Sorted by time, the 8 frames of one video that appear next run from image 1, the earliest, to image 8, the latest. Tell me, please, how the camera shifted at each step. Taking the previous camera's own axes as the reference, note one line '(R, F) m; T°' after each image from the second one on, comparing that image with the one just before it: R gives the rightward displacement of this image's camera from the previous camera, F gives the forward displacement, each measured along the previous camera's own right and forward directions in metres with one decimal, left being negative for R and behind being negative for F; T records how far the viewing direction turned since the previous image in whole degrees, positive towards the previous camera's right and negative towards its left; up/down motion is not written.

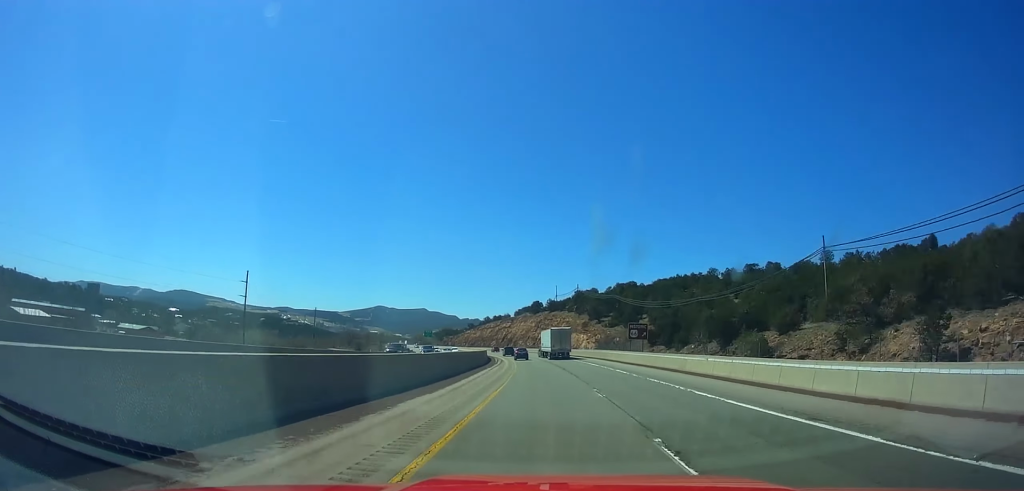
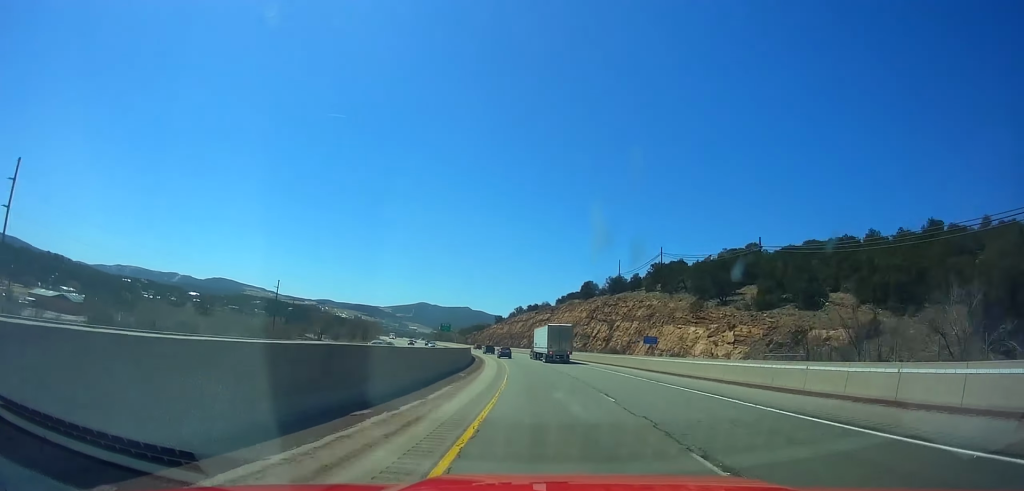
(+0.7, +73.8) m; -2°
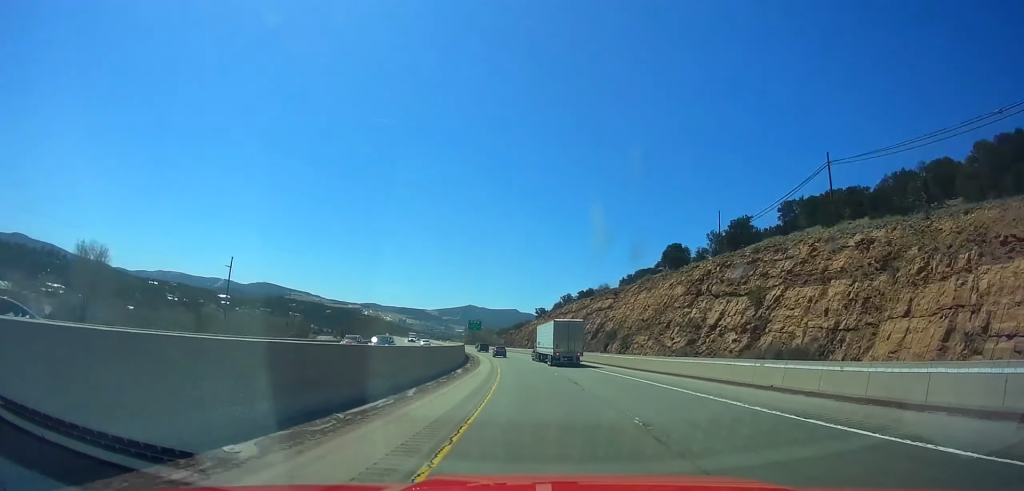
(-0.6, +54.4) m; -4°
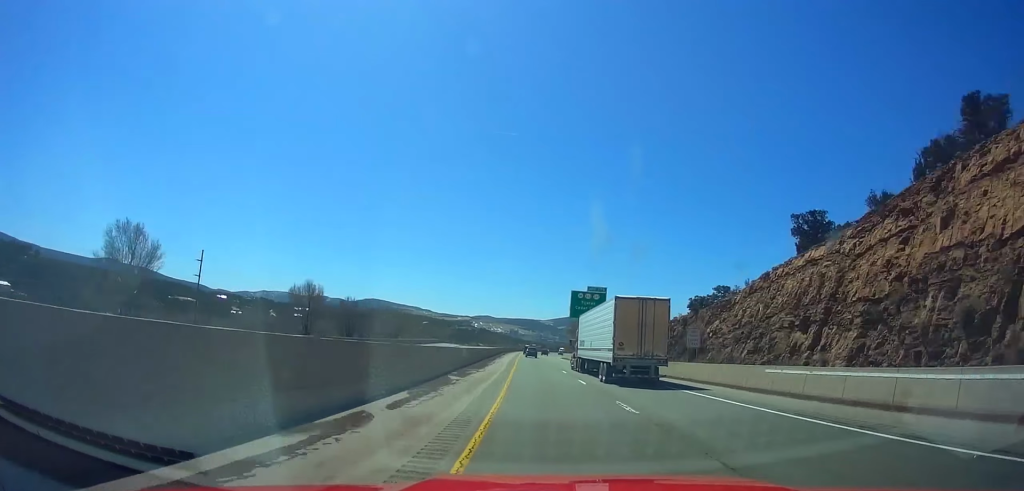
(-12.0, +129.6) m; -10°
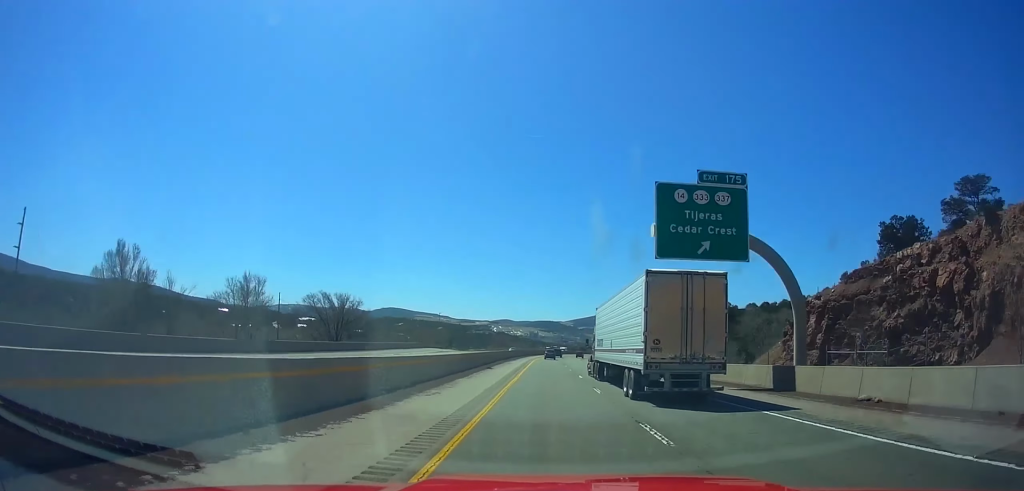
(-2.6, +53.7) m; -3°
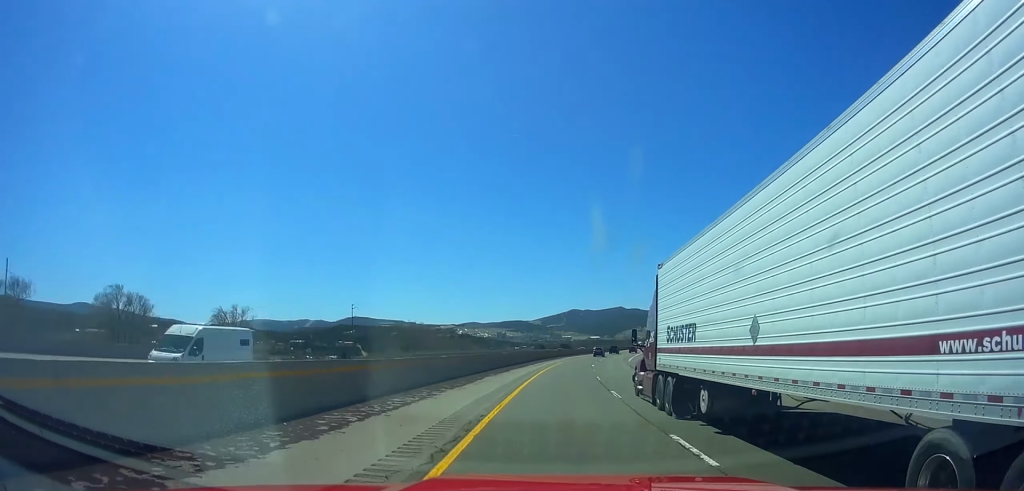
(-2.6, +111.0) m; +1°
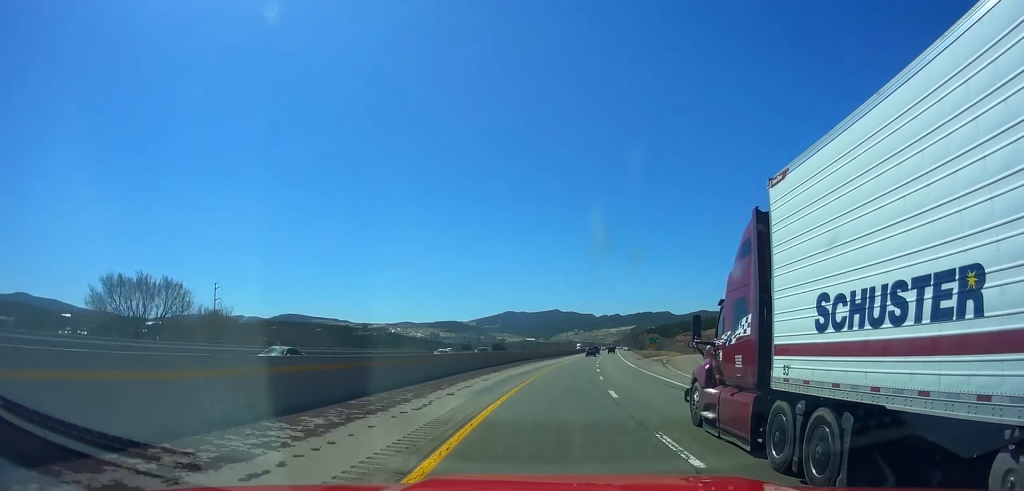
(+2.5, +60.4) m; +4°
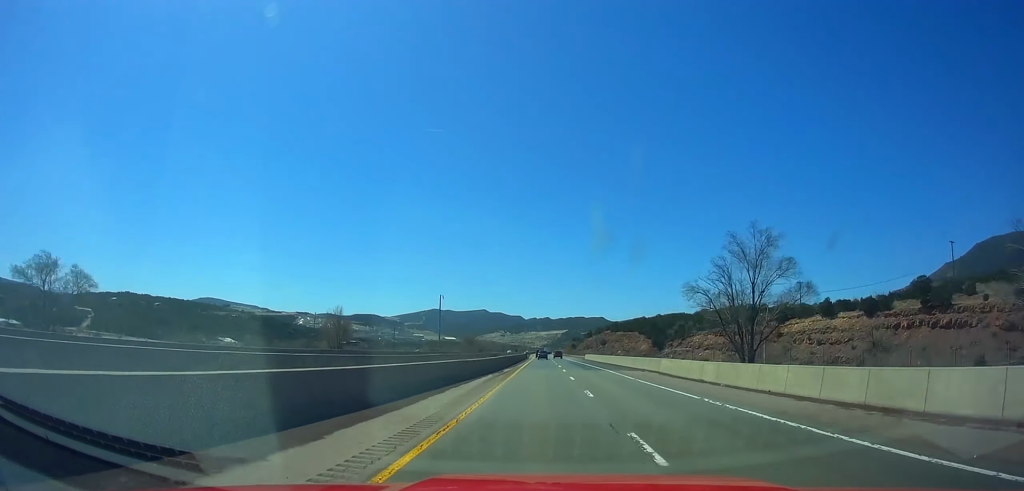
(+25.6, +229.2) m; +9°
